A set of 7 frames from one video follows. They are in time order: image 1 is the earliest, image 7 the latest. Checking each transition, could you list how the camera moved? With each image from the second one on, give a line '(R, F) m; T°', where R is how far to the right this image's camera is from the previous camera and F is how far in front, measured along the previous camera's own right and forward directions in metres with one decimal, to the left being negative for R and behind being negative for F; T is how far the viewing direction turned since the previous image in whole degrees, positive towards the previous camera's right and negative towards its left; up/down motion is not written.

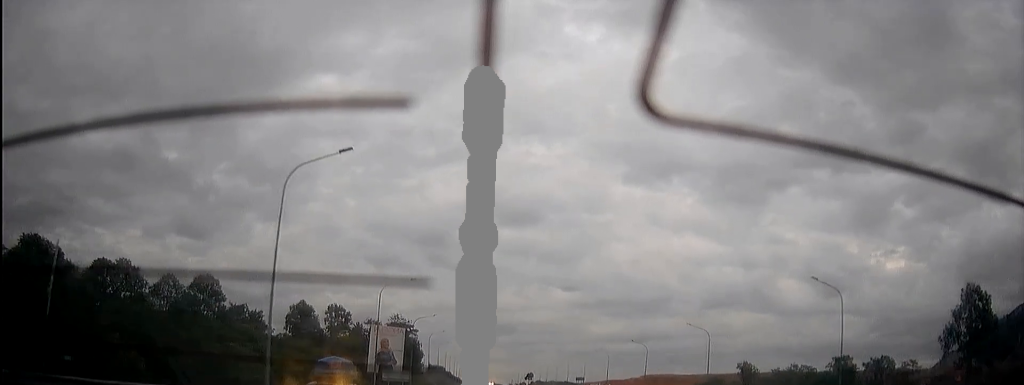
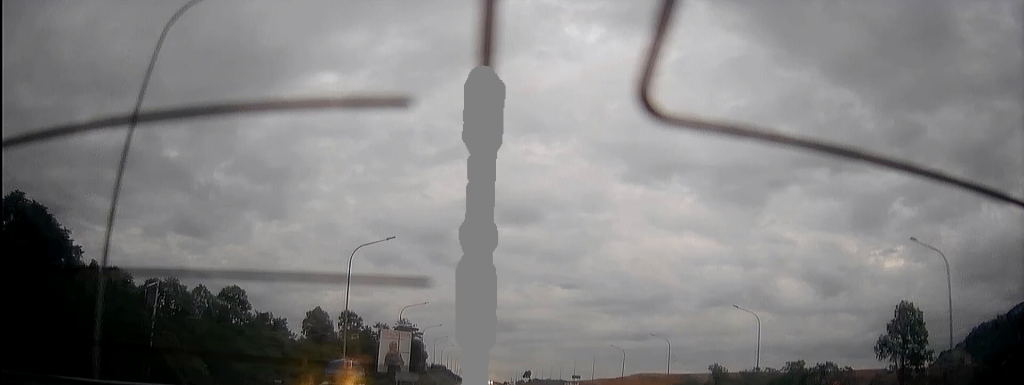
(0.0, +17.8) m; 0°
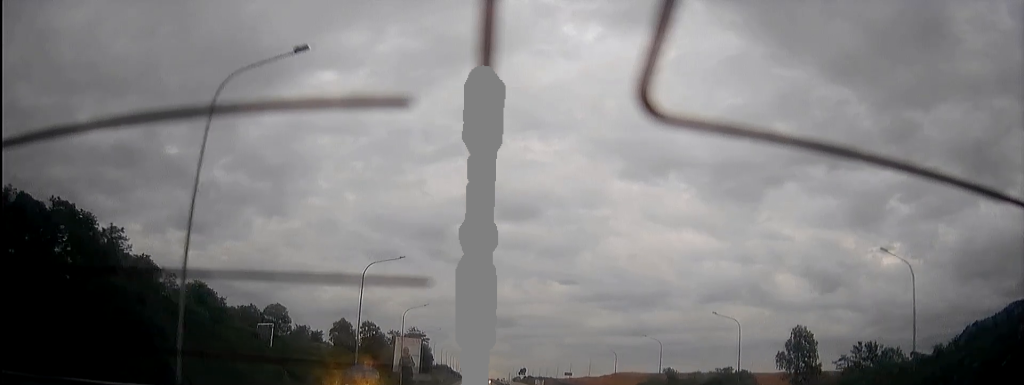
(0.0, +35.4) m; 0°
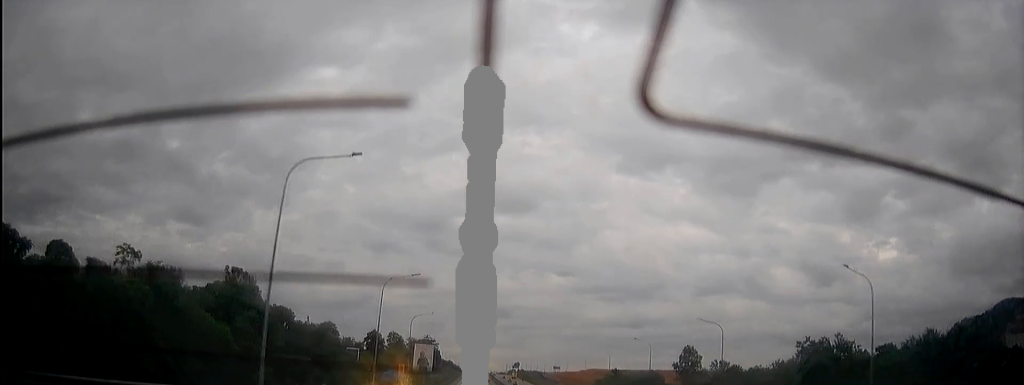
(-0.2, +66.5) m; 0°
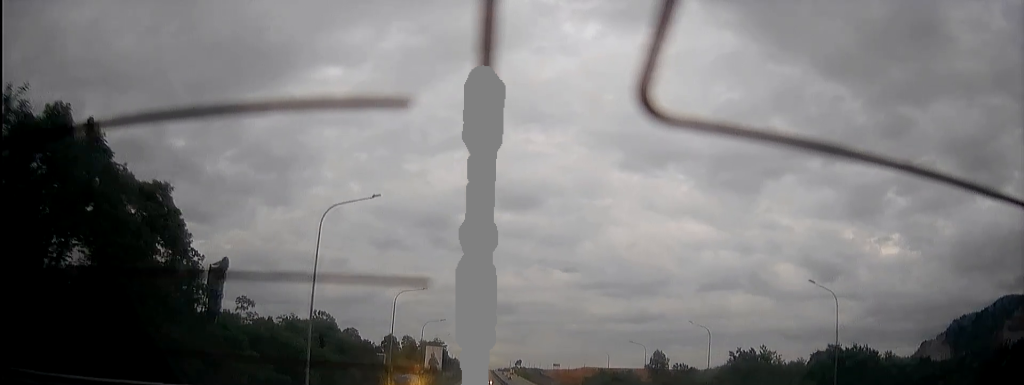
(+0.1, +37.0) m; 0°
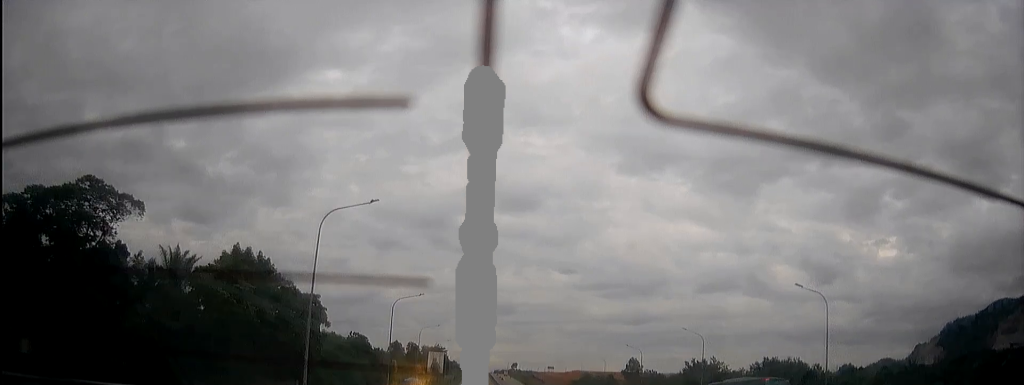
(0.0, +32.2) m; 0°
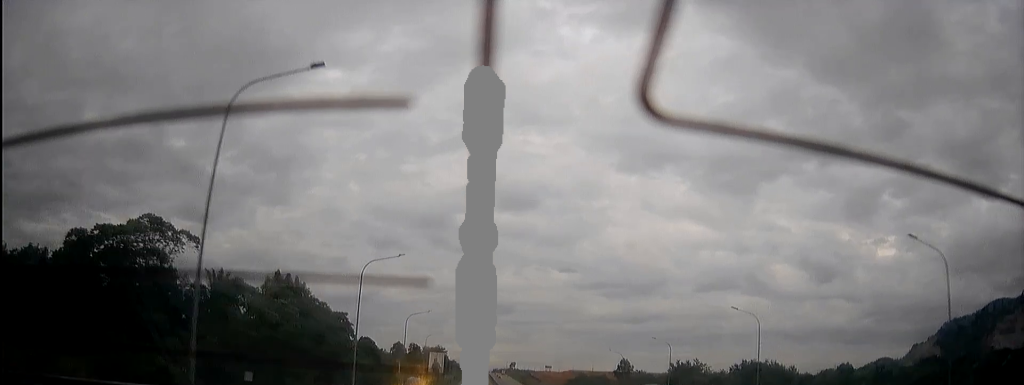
(0.0, +13.8) m; 0°
